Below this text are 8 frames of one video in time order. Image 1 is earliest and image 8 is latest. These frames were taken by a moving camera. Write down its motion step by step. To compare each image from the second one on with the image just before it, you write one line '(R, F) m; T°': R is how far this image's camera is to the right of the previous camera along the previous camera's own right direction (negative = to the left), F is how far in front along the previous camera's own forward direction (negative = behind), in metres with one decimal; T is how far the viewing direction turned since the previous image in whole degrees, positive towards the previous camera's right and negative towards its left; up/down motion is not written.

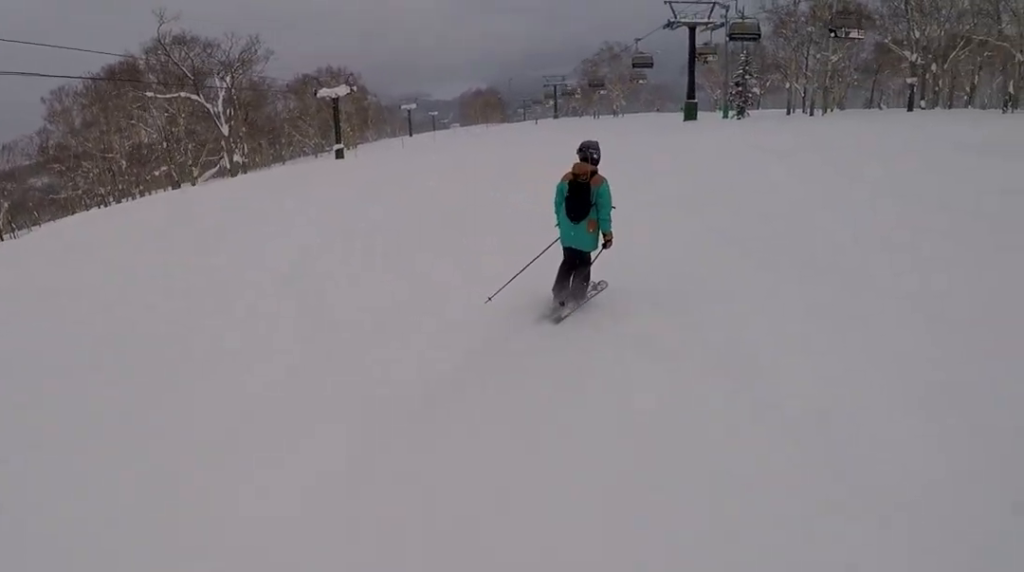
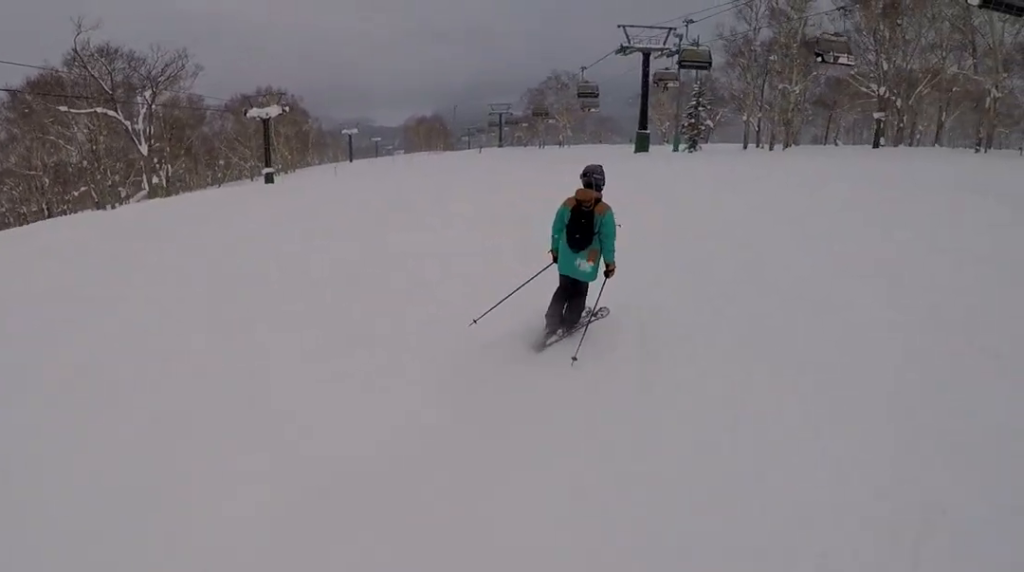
(+0.3, +3.4) m; +8°
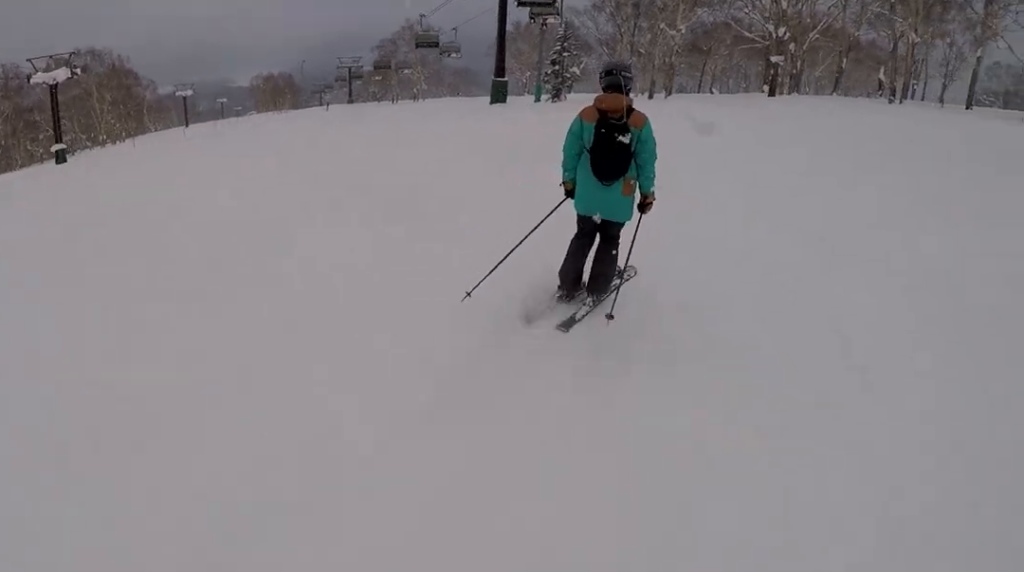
(+1.1, +7.2) m; +12°
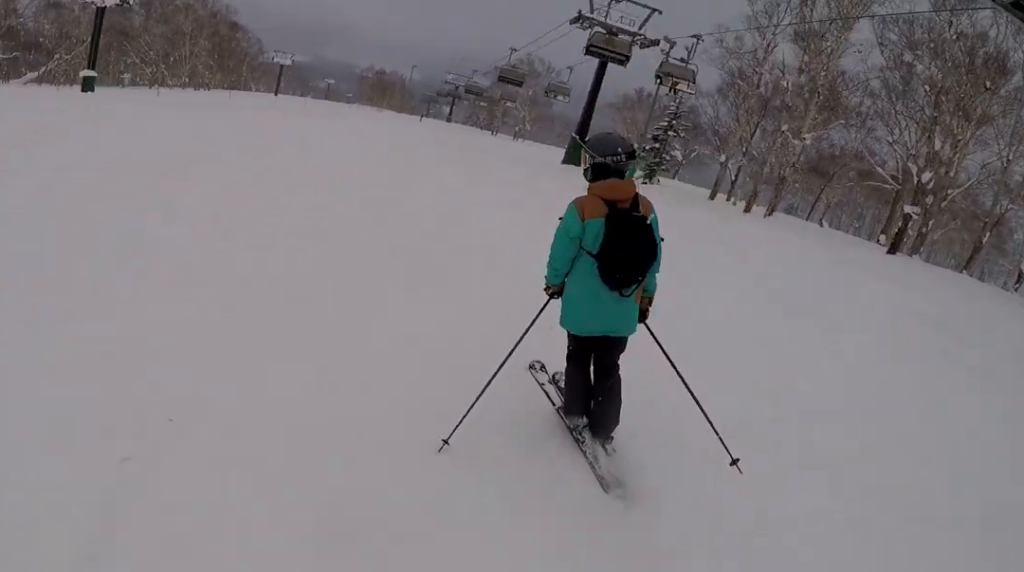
(+0.1, +7.6) m; -8°
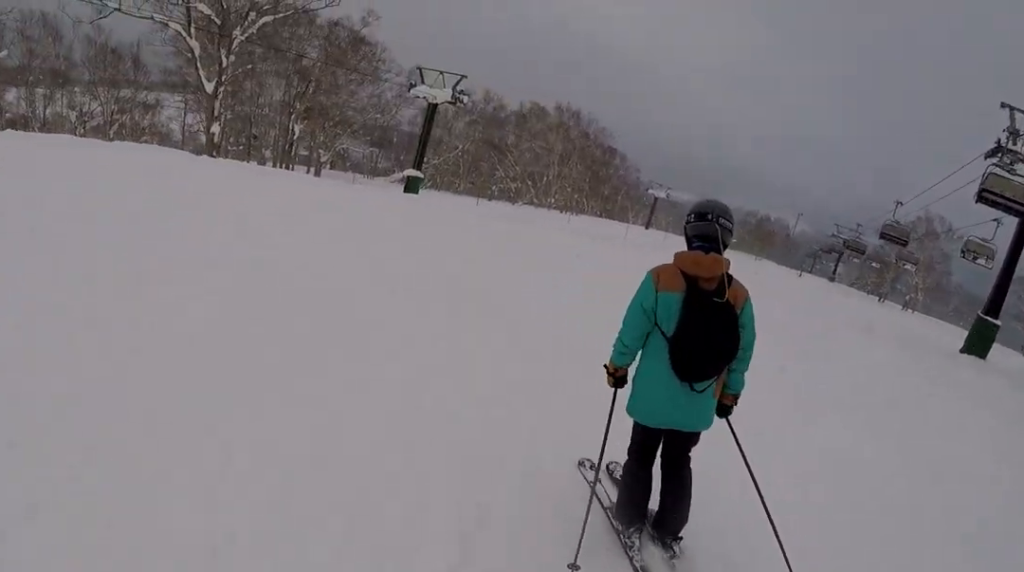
(-2.4, +8.0) m; -28°
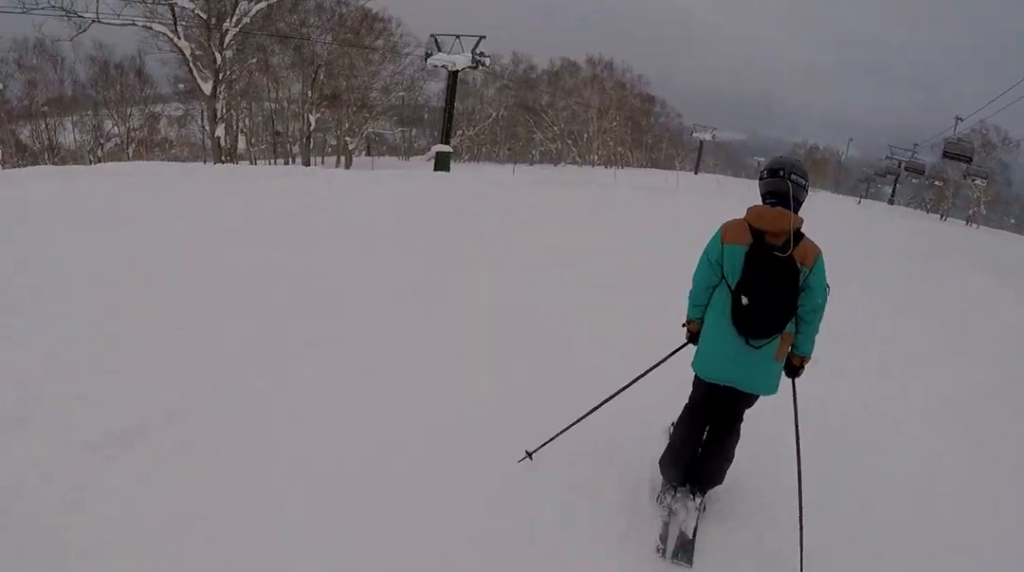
(-0.8, +3.1) m; -4°
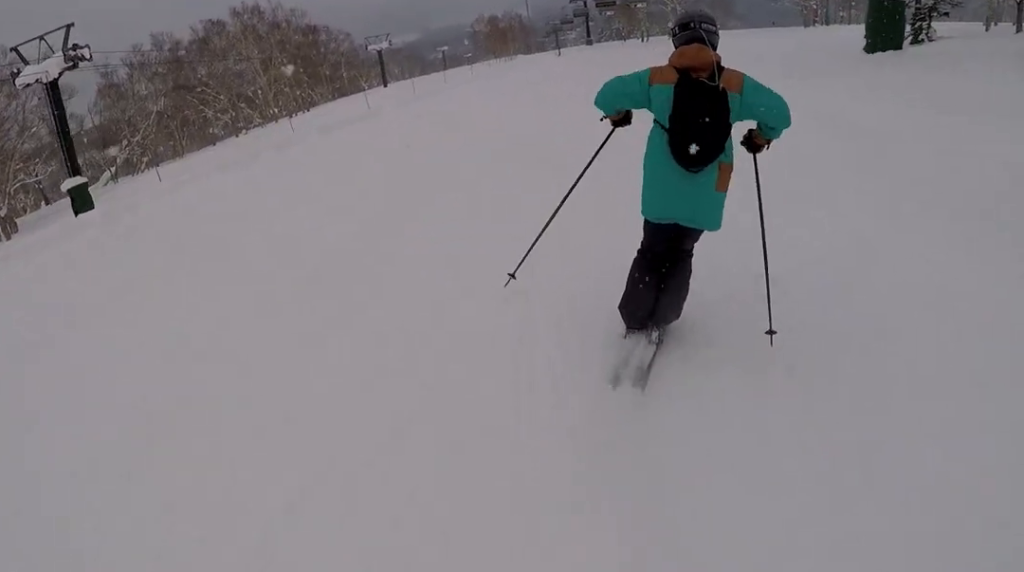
(+1.6, +7.8) m; +24°
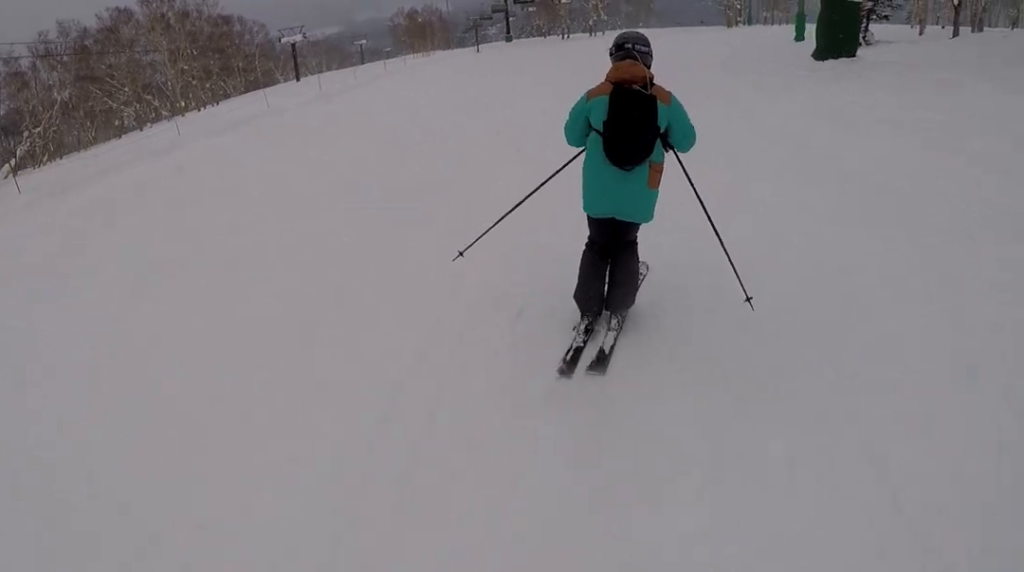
(+0.9, +3.1) m; 0°
